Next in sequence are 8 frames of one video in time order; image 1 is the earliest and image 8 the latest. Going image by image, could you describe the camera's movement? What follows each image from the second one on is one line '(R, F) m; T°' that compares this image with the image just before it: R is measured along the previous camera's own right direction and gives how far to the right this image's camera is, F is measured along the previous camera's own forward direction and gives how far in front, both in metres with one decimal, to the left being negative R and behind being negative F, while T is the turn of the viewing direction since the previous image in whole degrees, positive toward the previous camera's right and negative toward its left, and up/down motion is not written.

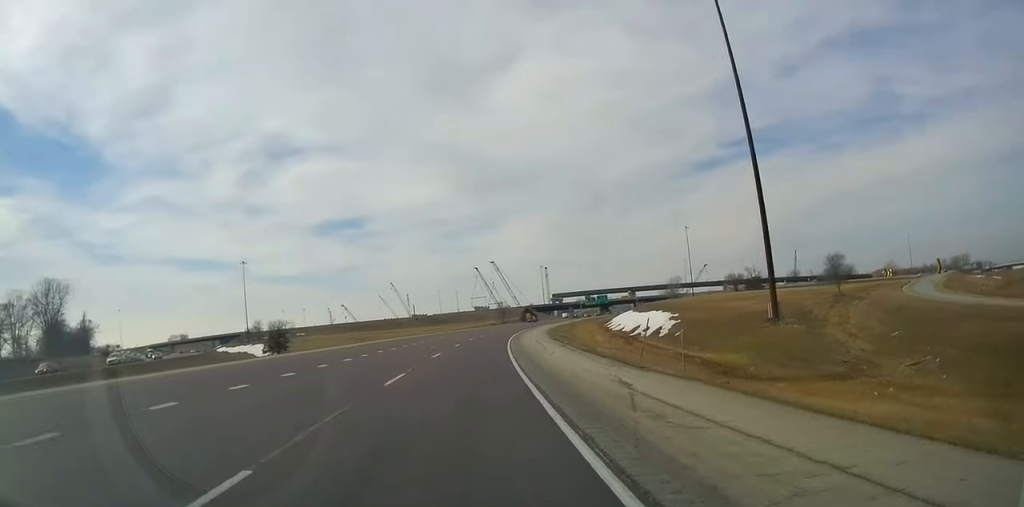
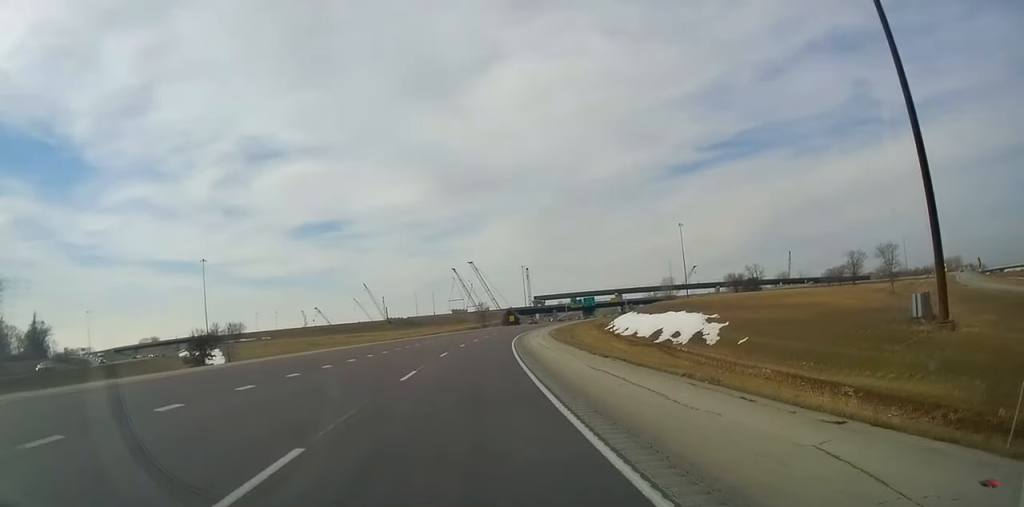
(0.0, +22.9) m; +2°
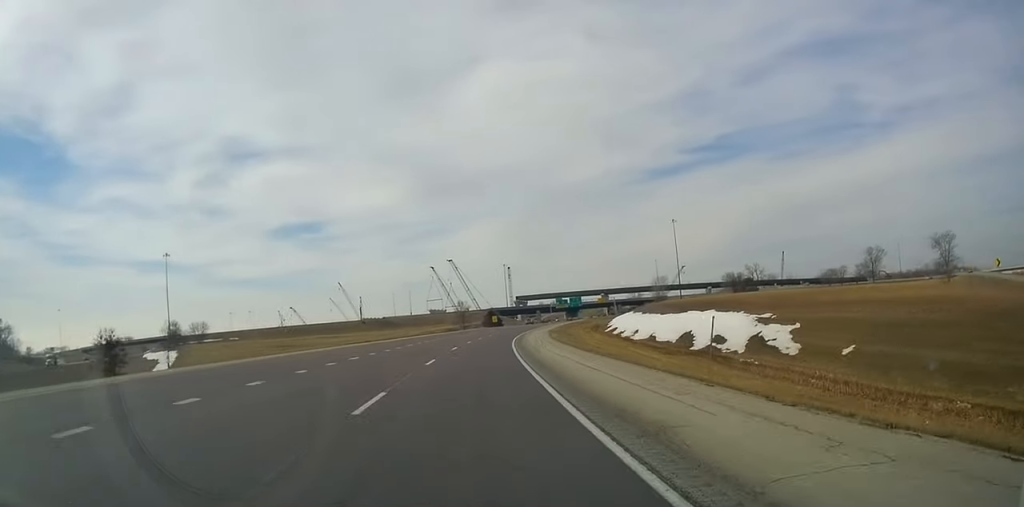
(+0.5, +18.1) m; +2°
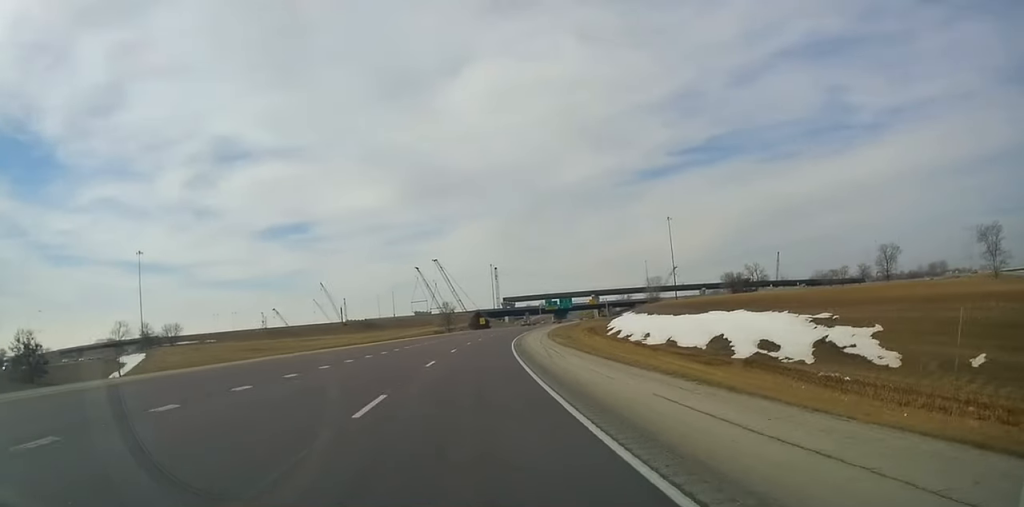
(+0.2, +12.1) m; +1°
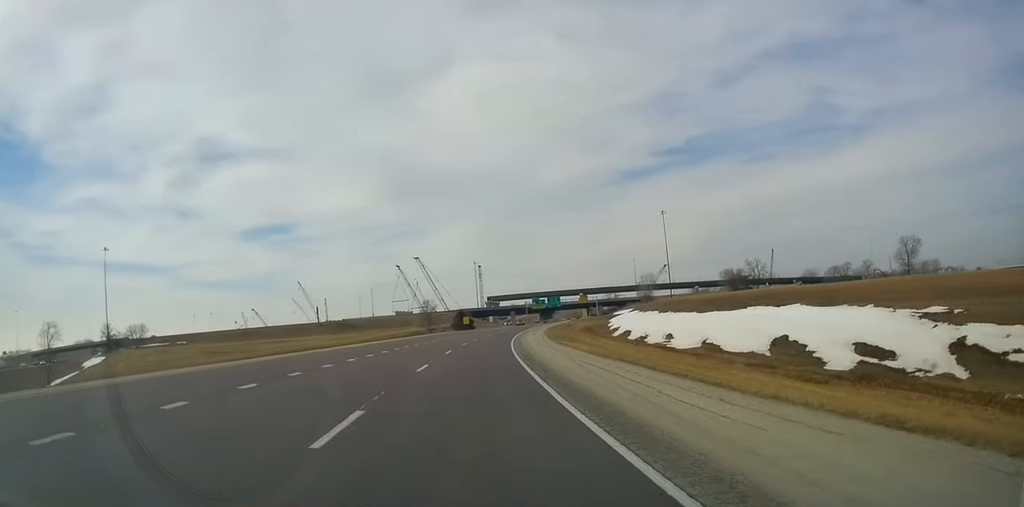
(+0.2, +14.4) m; +1°
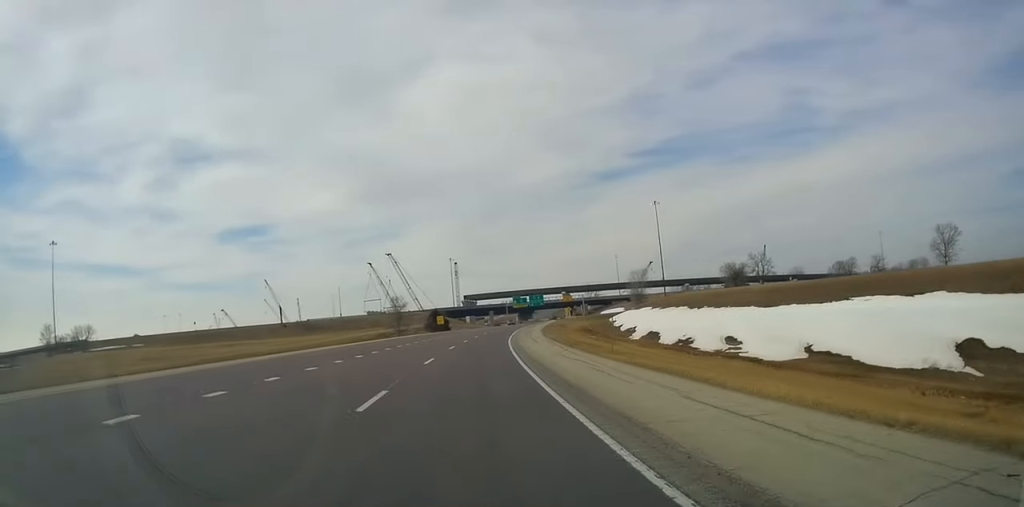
(0.0, +20.4) m; +2°
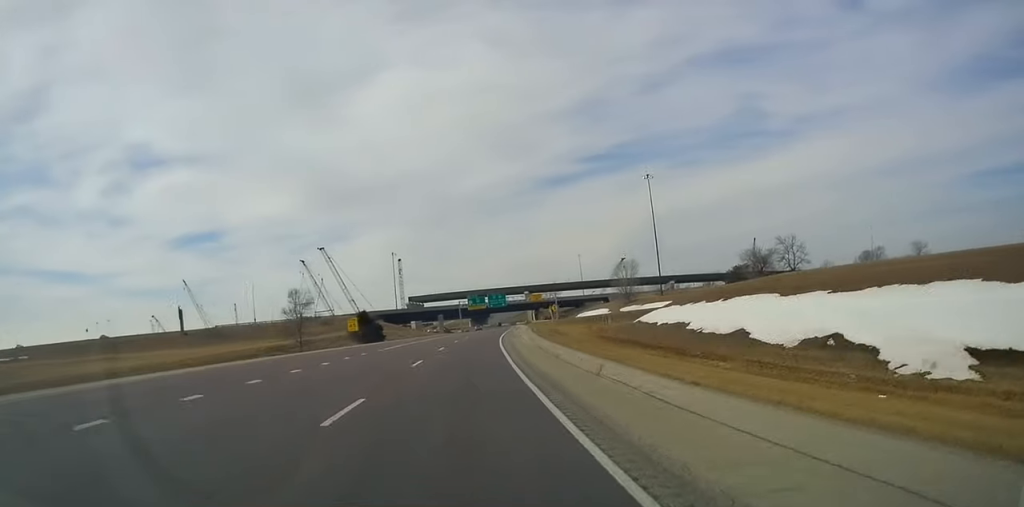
(+2.5, +49.2) m; +5°
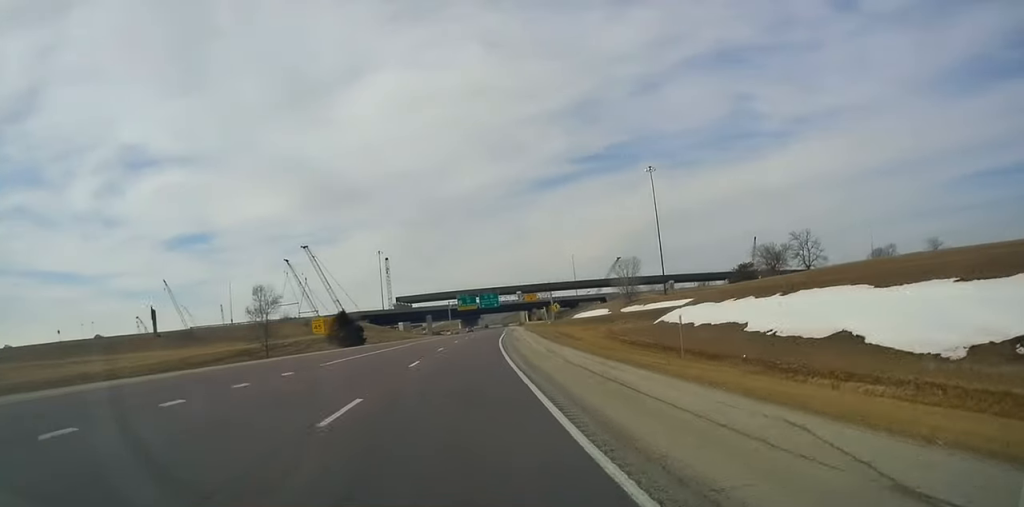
(-0.1, +12.0) m; +1°
